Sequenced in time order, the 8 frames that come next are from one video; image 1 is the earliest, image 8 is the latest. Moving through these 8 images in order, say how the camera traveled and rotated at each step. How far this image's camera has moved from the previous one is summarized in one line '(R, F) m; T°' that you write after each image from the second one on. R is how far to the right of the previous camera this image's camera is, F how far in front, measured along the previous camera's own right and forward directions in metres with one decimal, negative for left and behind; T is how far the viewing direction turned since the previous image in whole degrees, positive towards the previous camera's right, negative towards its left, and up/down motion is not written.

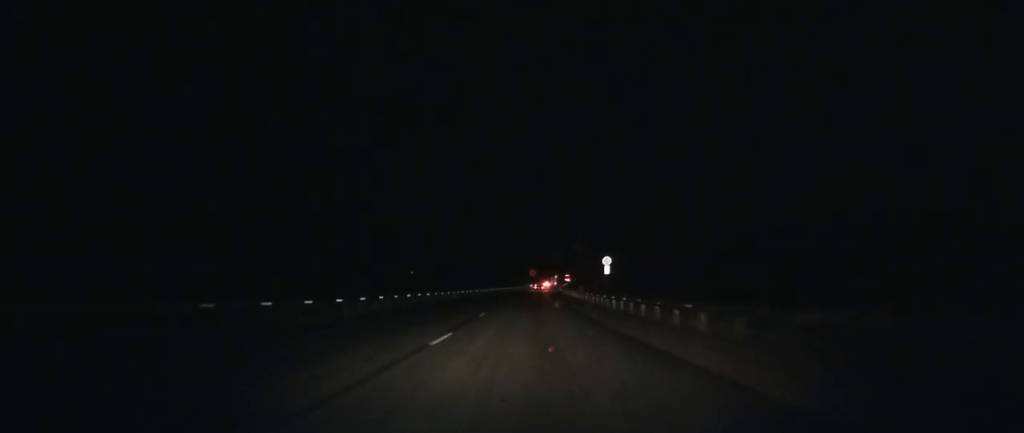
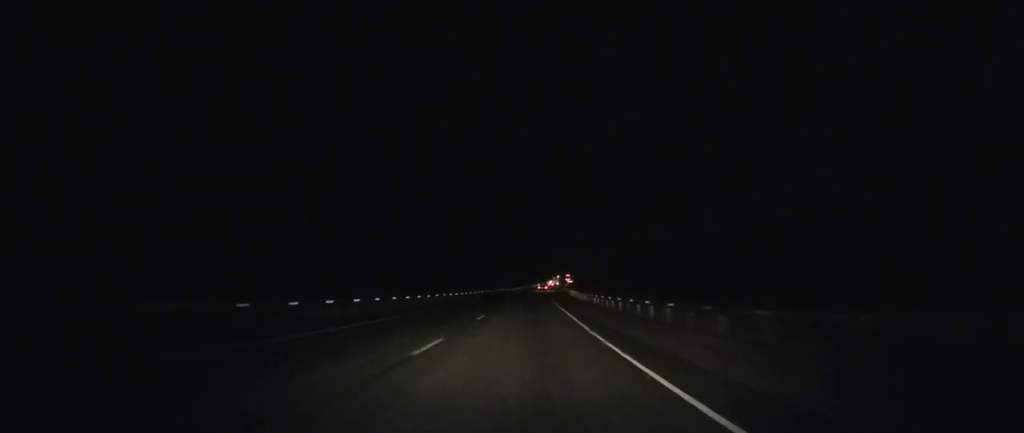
(+0.7, +76.8) m; +1°
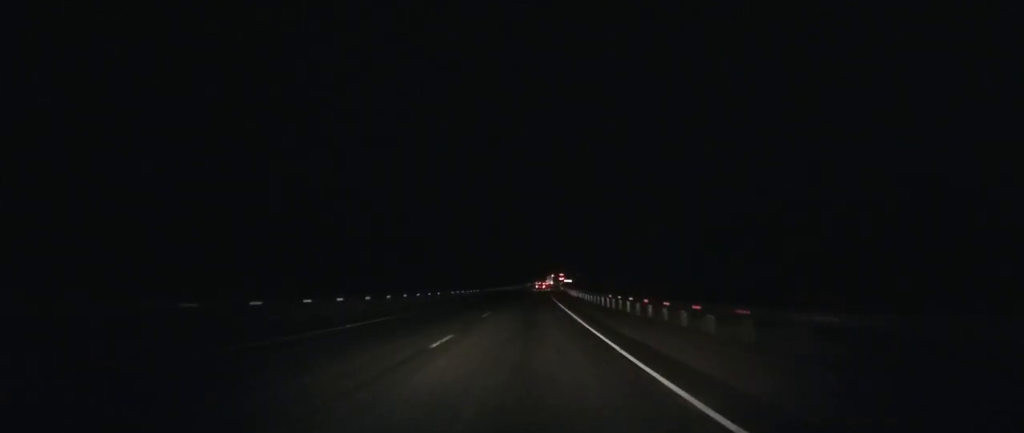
(+0.4, +58.9) m; +1°
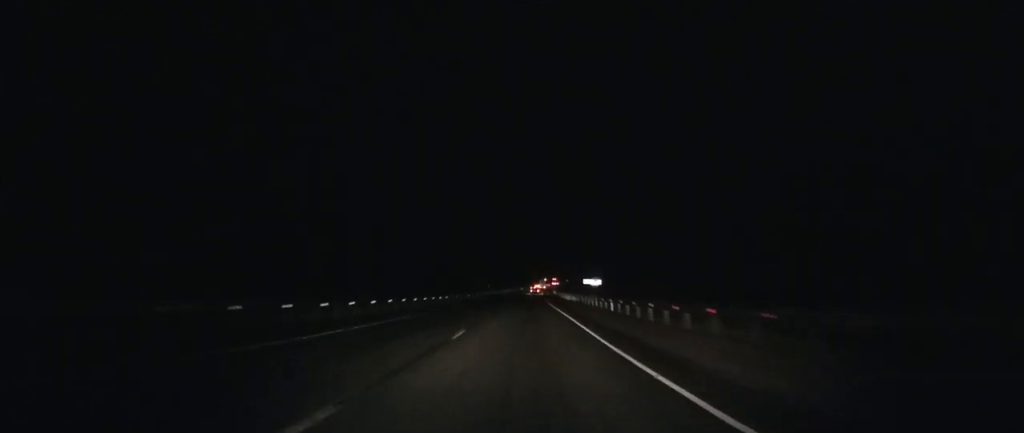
(+1.7, +92.8) m; +2°
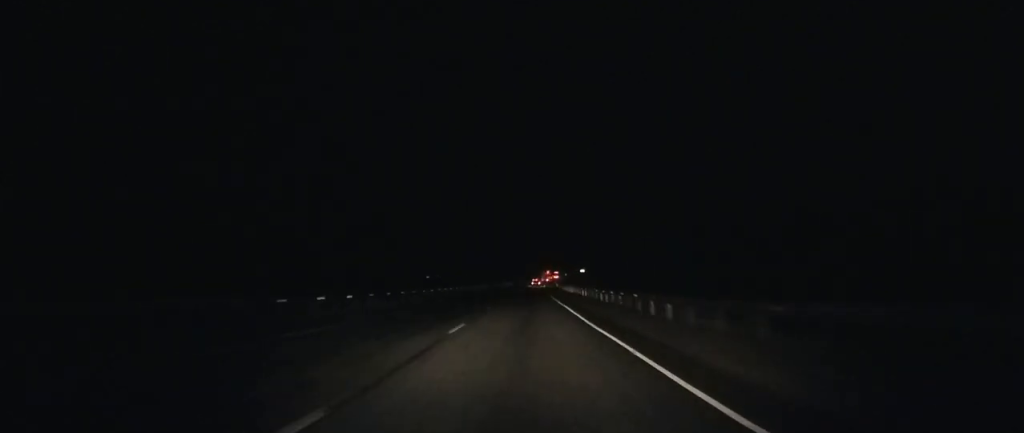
(+0.8, +81.7) m; +1°
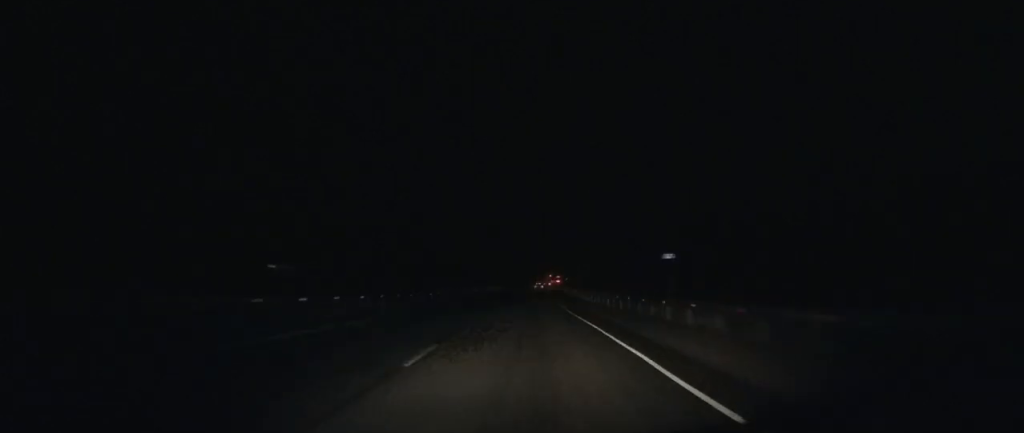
(0.0, +42.4) m; 0°
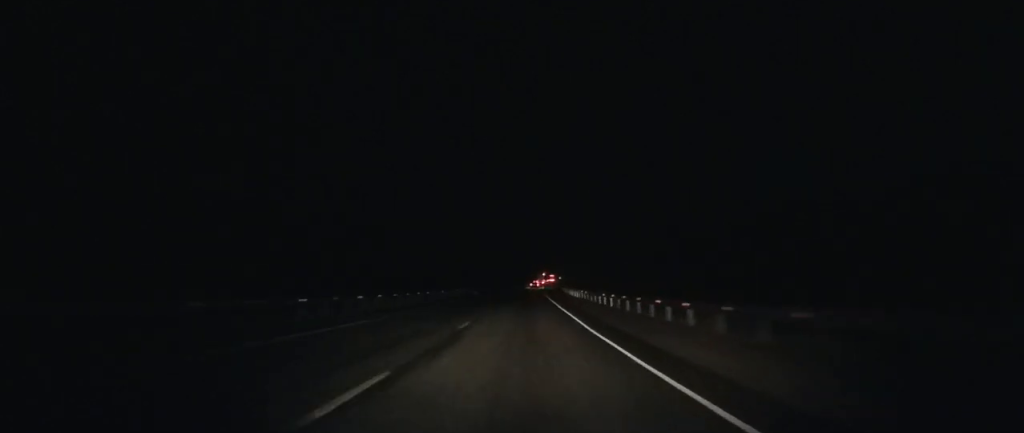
(+0.4, +53.1) m; +1°
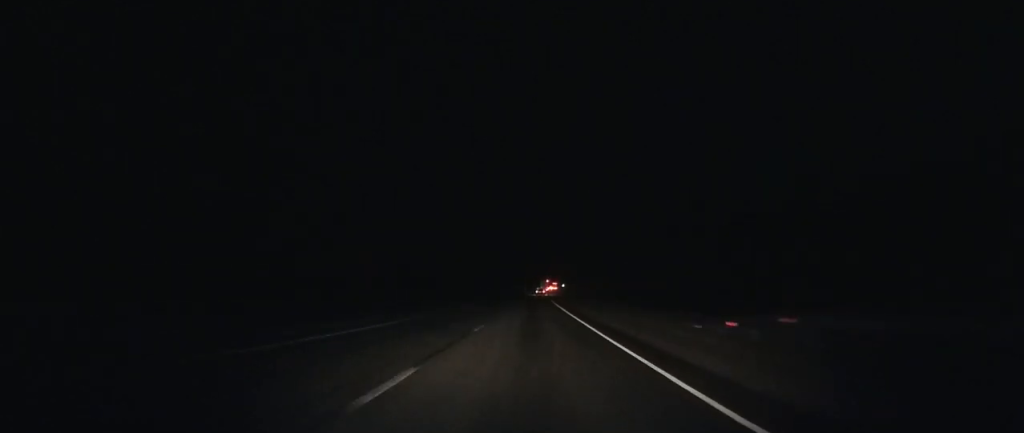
(+0.9, +85.1) m; +1°
